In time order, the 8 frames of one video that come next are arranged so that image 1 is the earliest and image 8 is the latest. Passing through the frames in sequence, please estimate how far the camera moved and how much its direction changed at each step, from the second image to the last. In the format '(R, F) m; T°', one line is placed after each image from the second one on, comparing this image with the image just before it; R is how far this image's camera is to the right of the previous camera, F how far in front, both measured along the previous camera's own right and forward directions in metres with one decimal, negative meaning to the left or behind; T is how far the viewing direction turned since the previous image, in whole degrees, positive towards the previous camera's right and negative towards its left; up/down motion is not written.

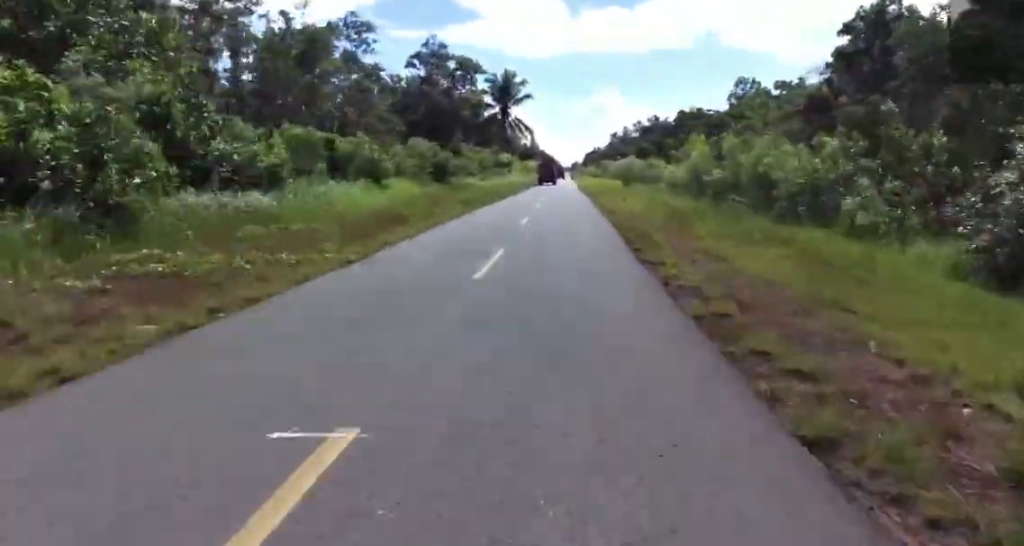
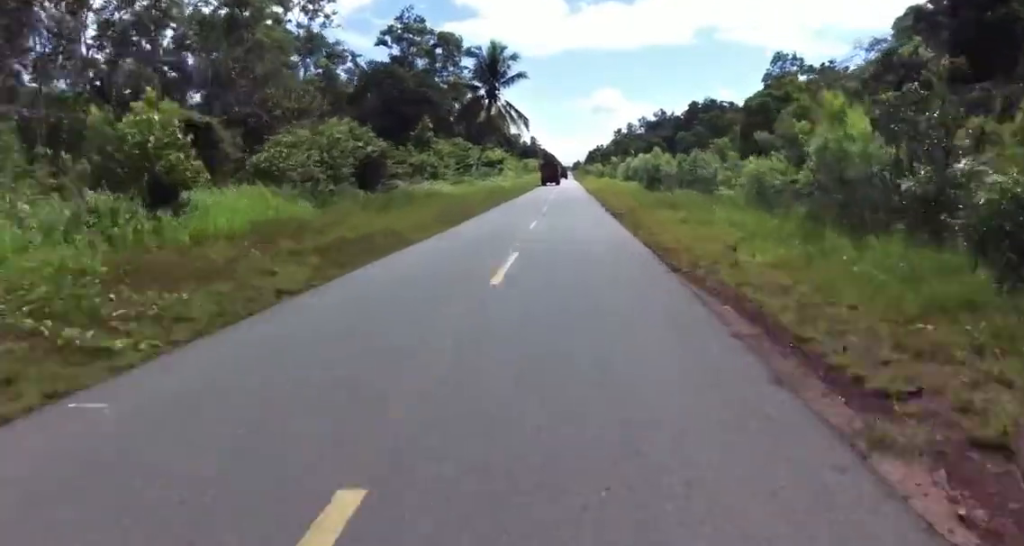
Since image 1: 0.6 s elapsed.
(+0.5, +17.1) m; -1°
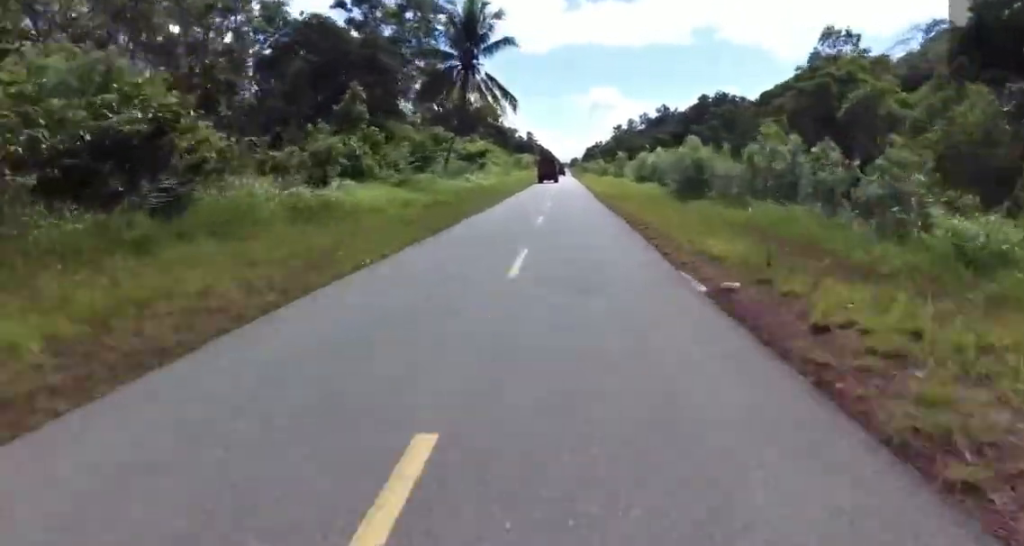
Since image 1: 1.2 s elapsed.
(+1.2, +16.0) m; -2°
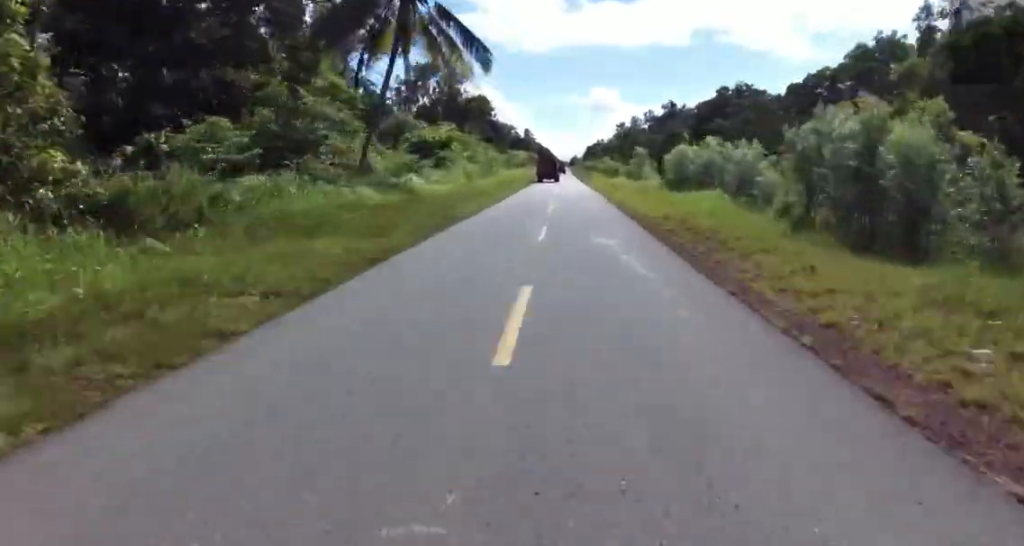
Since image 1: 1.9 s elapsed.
(-2.3, +20.9) m; -1°
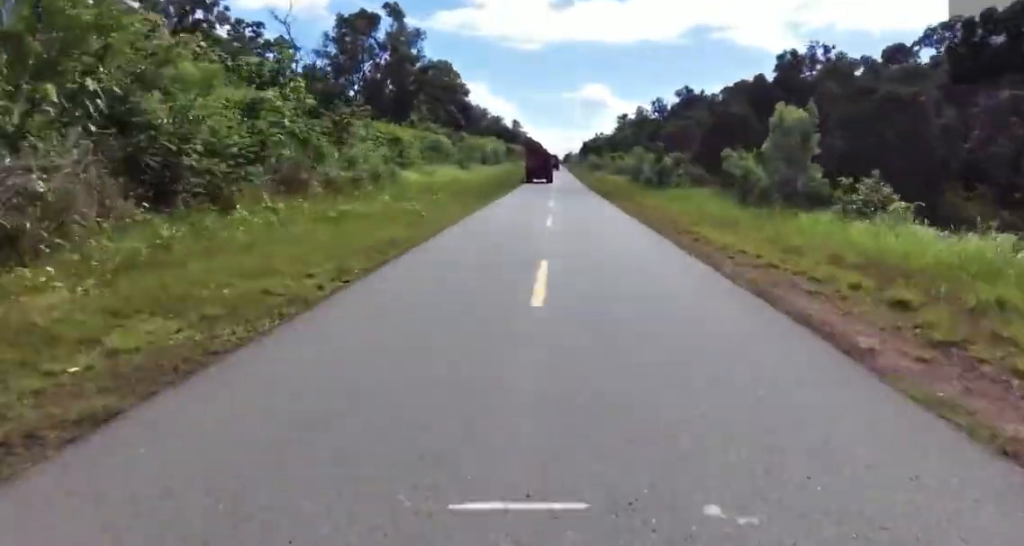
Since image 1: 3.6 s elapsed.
(+0.9, +48.6) m; +2°
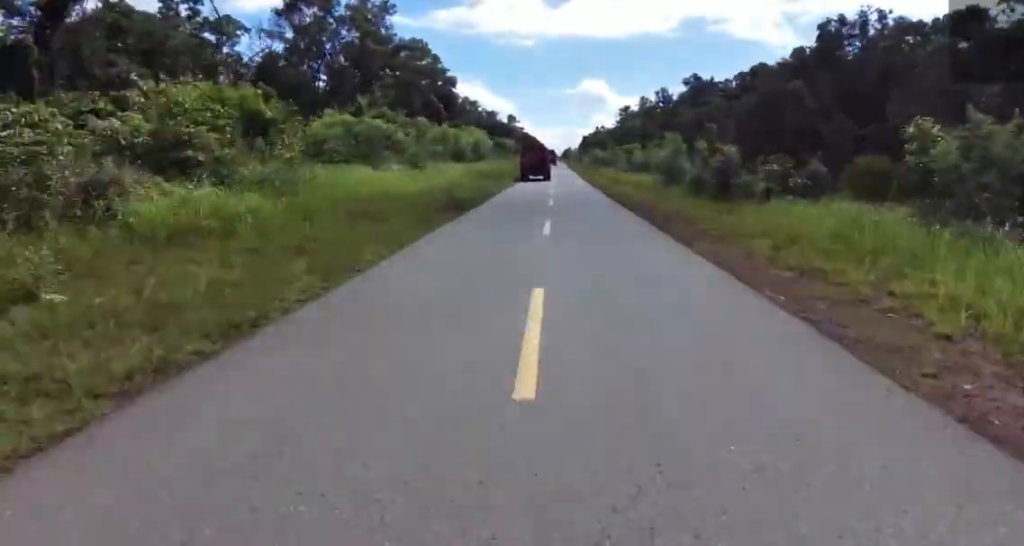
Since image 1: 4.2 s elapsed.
(-0.7, +18.9) m; +1°
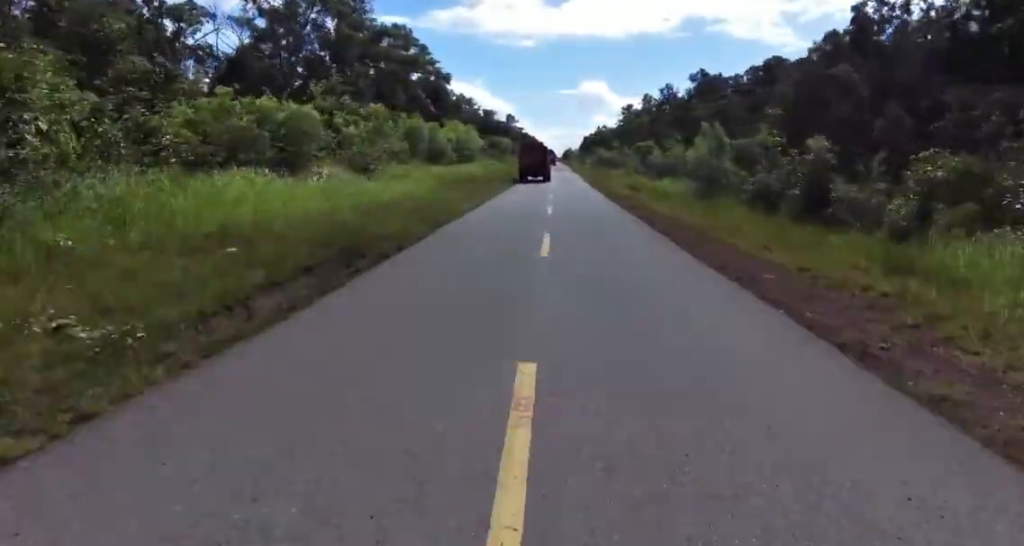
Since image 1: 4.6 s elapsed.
(+0.6, +10.7) m; +1°
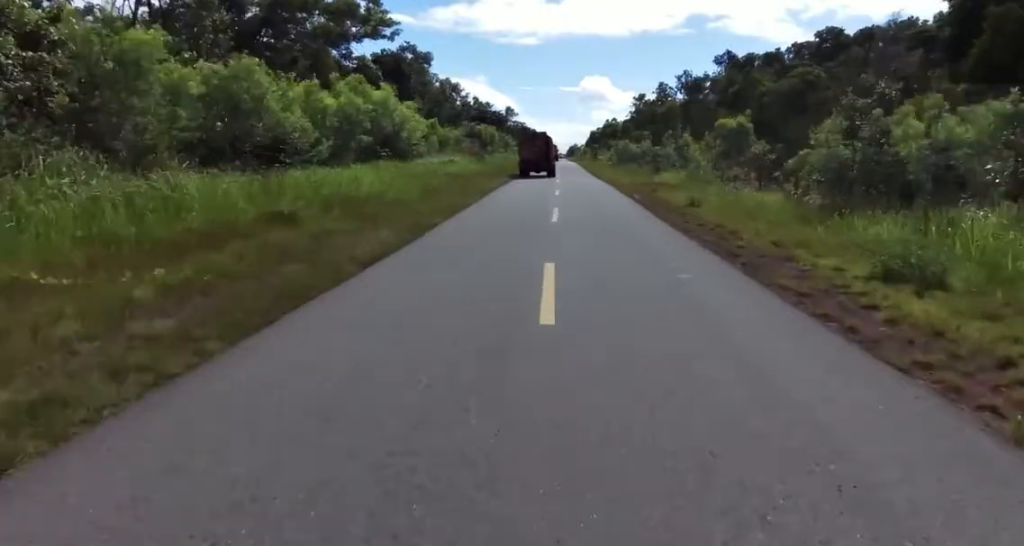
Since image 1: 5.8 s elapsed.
(+0.4, +29.4) m; 0°
